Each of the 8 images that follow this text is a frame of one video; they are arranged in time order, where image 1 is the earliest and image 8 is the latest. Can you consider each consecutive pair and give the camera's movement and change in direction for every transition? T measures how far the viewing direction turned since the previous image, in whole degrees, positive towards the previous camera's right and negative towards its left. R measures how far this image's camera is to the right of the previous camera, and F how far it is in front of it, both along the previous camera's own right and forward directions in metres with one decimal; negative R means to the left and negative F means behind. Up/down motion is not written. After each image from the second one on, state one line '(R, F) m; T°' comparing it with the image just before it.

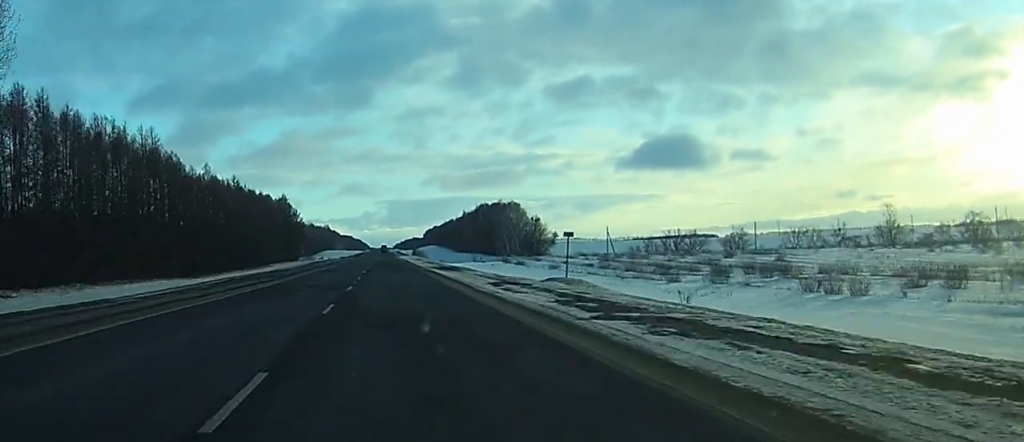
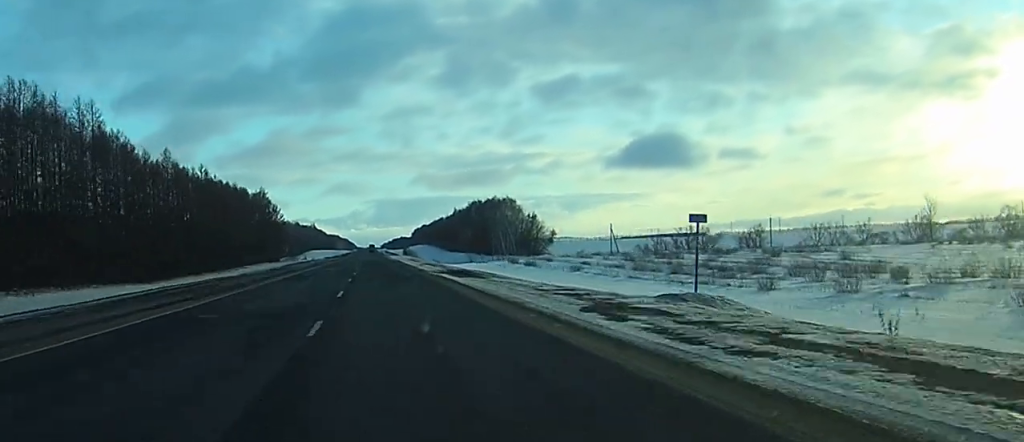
(0.0, +16.6) m; 0°
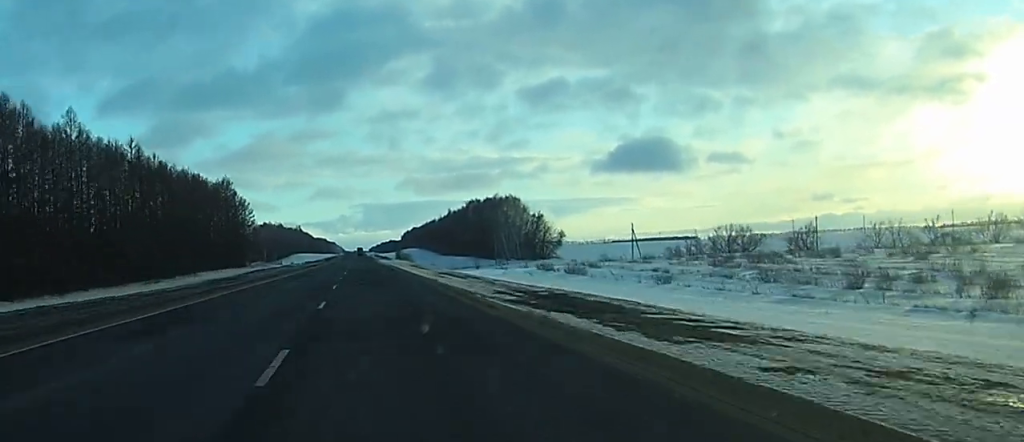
(0.0, +29.3) m; +1°
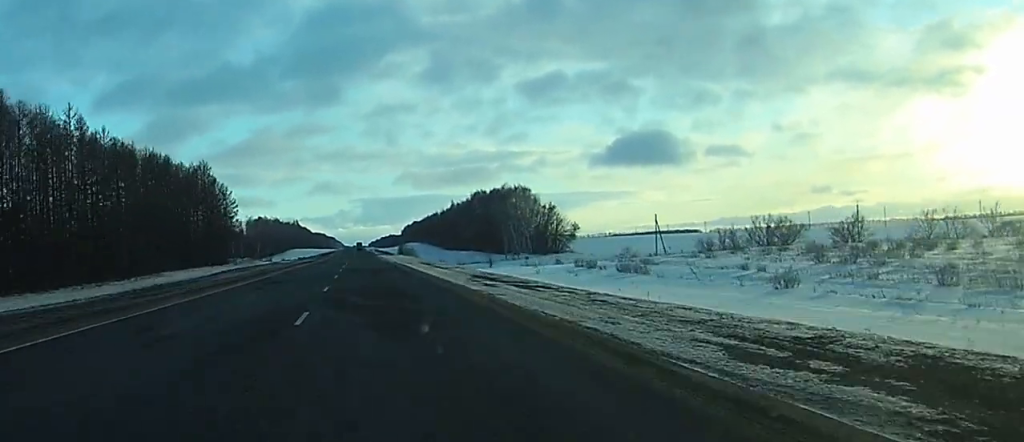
(+0.1, +17.6) m; +1°
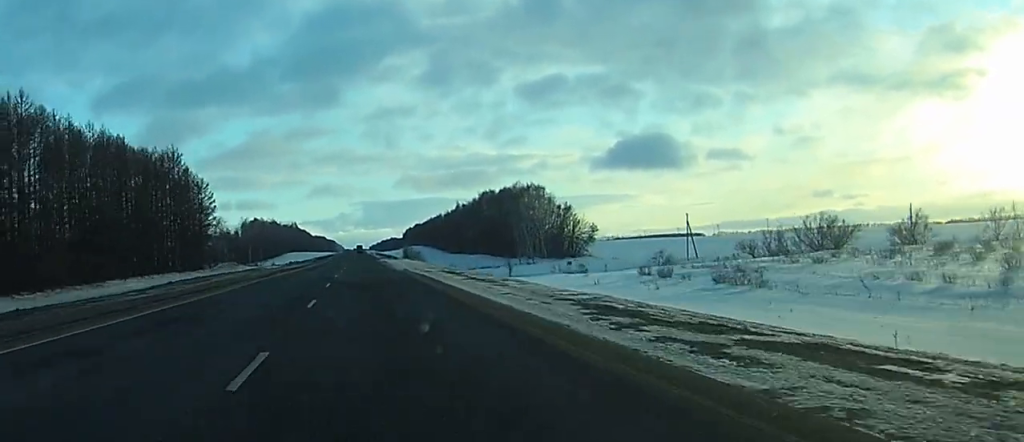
(+0.1, +18.6) m; 0°
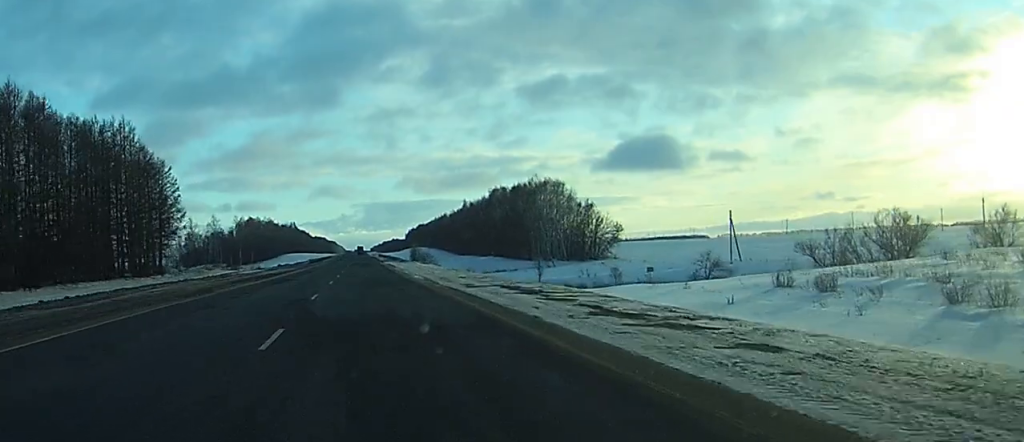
(+0.1, +20.6) m; 0°
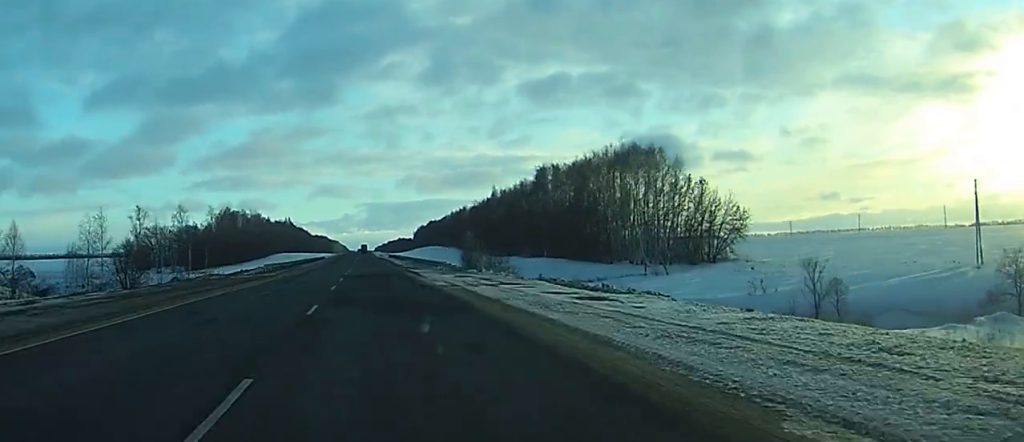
(-0.1, +66.0) m; 0°
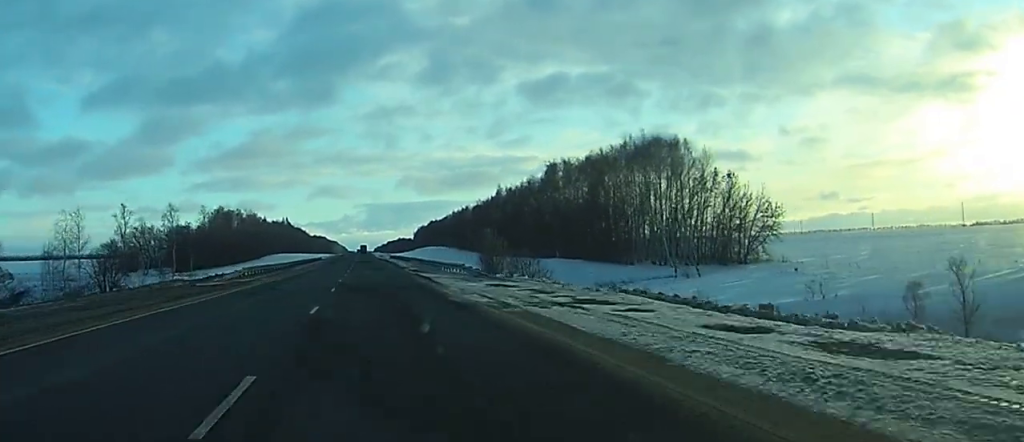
(0.0, +11.8) m; 0°
